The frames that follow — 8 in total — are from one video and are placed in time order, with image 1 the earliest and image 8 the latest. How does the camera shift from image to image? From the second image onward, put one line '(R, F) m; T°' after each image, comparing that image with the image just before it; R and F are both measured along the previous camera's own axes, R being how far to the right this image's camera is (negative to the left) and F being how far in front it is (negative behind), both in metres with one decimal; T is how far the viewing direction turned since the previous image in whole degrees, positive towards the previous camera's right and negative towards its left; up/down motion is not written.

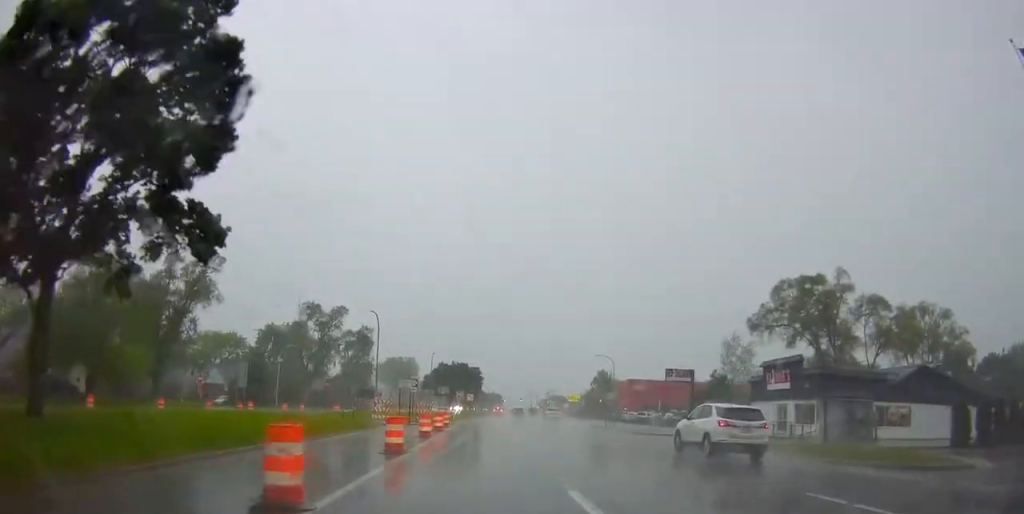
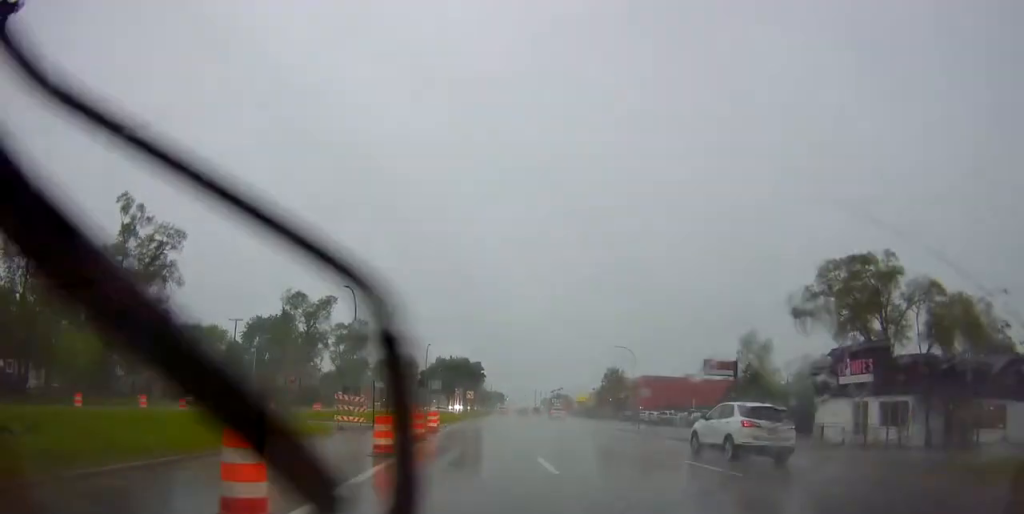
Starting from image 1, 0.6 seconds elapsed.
(0.0, +8.4) m; -1°
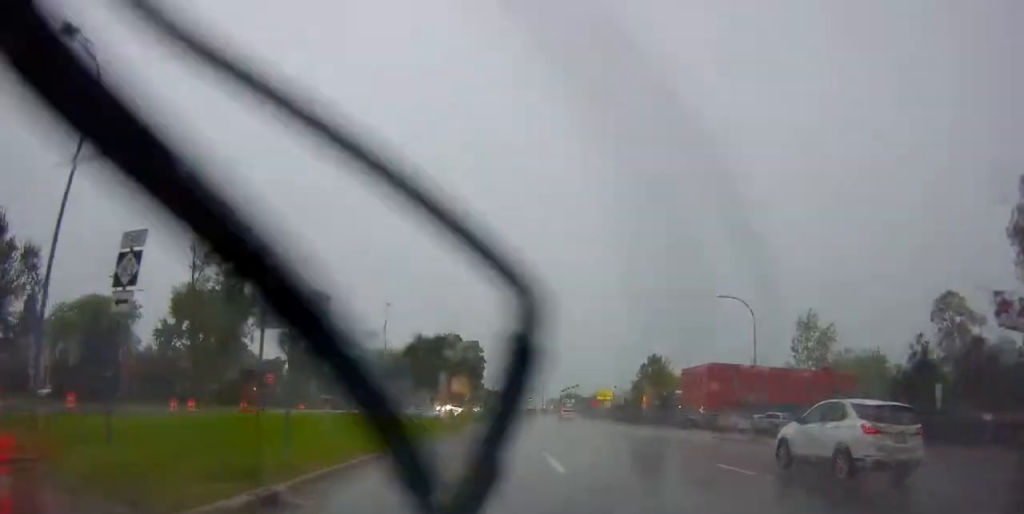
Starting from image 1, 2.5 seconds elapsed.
(+0.2, +27.7) m; 0°
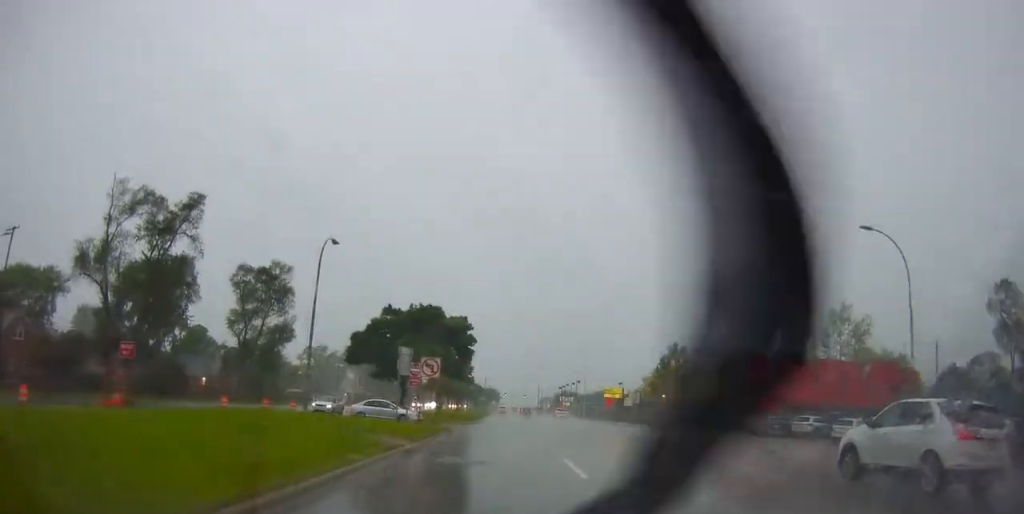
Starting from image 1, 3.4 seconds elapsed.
(-0.4, +15.3) m; -2°
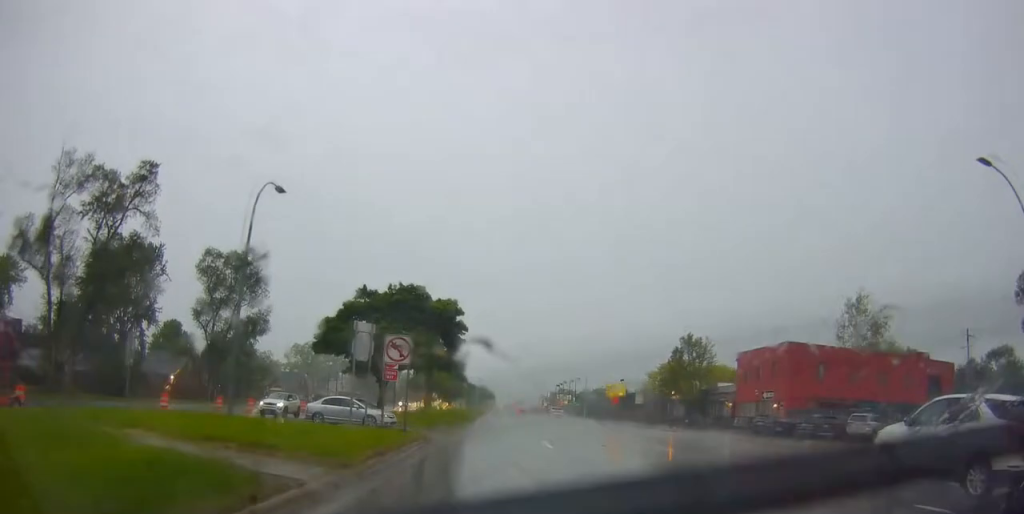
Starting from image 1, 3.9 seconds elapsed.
(0.0, +7.7) m; 0°
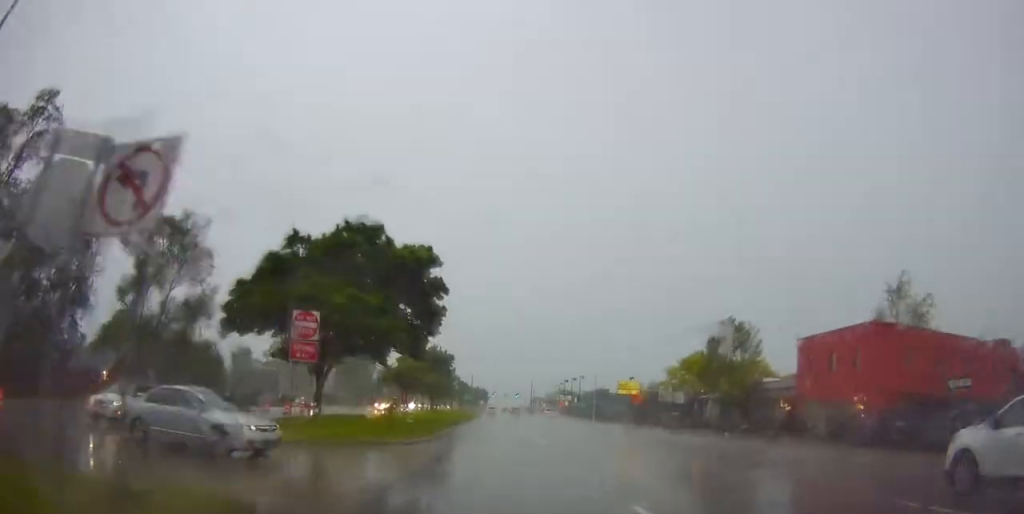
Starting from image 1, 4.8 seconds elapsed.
(0.0, +14.5) m; +1°
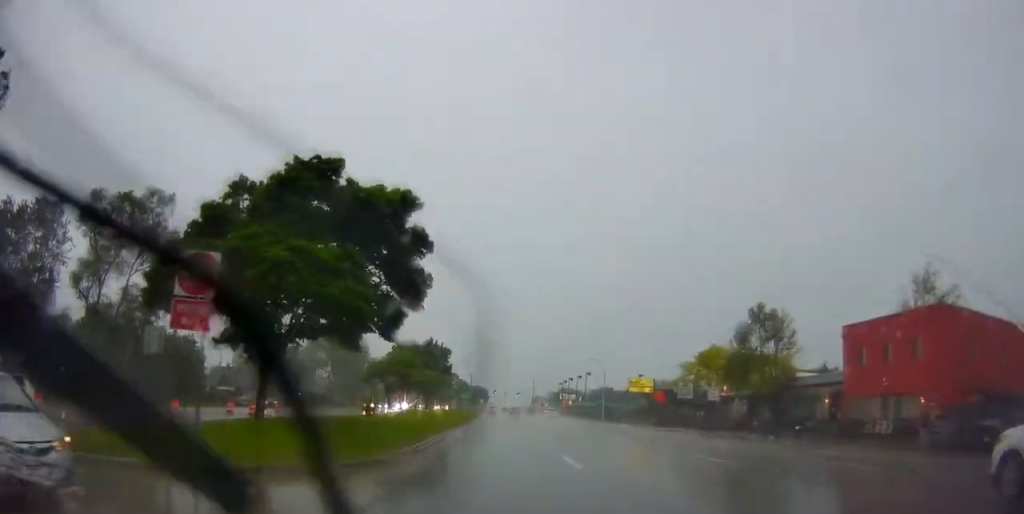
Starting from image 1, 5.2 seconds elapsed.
(-0.1, +7.4) m; +1°
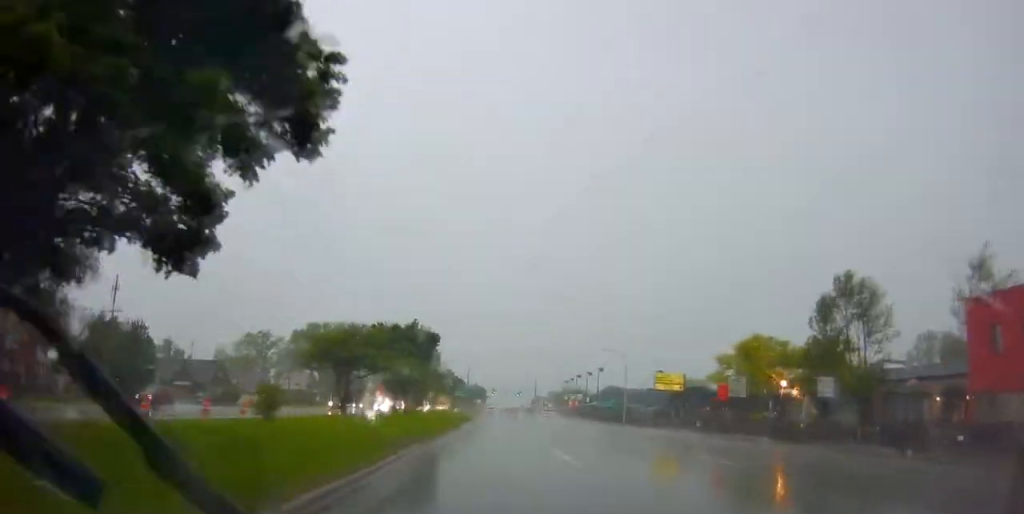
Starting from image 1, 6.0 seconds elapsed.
(+0.3, +14.2) m; +1°
